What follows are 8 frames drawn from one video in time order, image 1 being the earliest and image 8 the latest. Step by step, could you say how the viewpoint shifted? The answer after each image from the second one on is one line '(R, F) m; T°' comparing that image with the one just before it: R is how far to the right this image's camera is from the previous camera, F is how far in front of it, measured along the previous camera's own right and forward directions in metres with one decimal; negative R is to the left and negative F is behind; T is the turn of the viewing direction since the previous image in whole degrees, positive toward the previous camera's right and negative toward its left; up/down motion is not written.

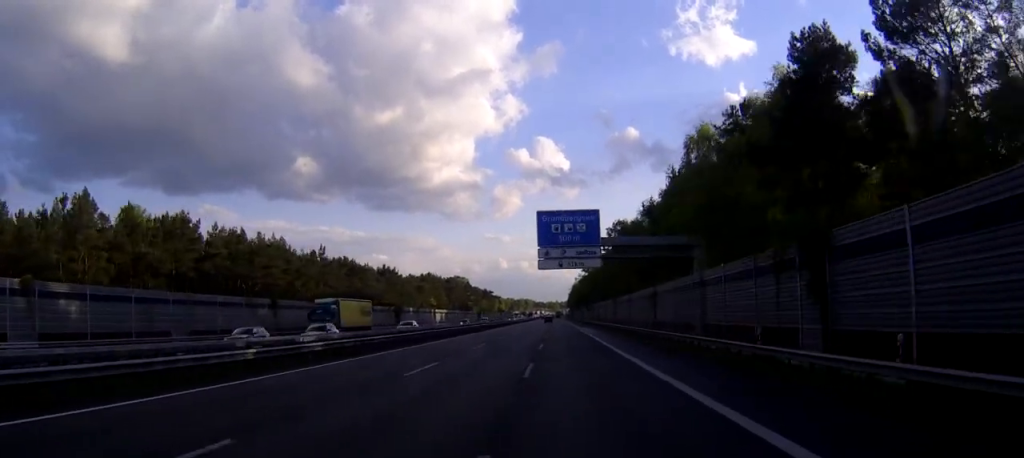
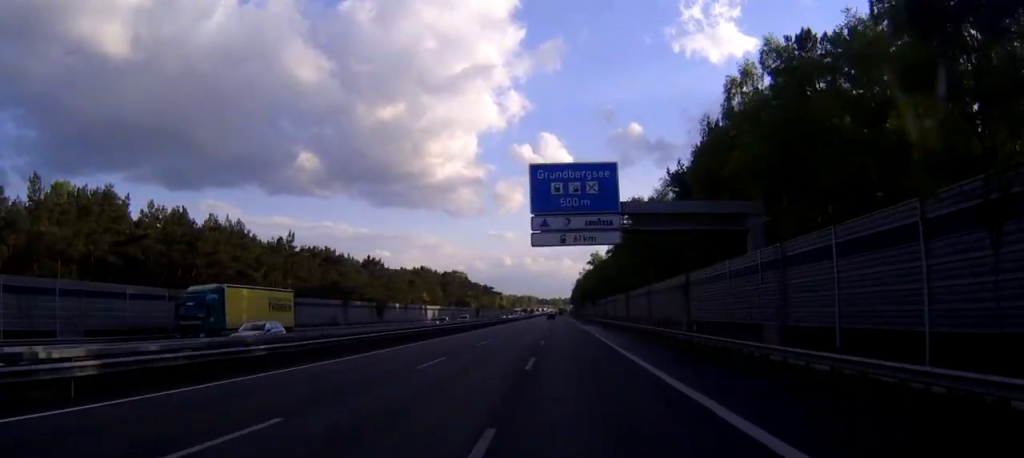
(0.0, +15.8) m; 0°
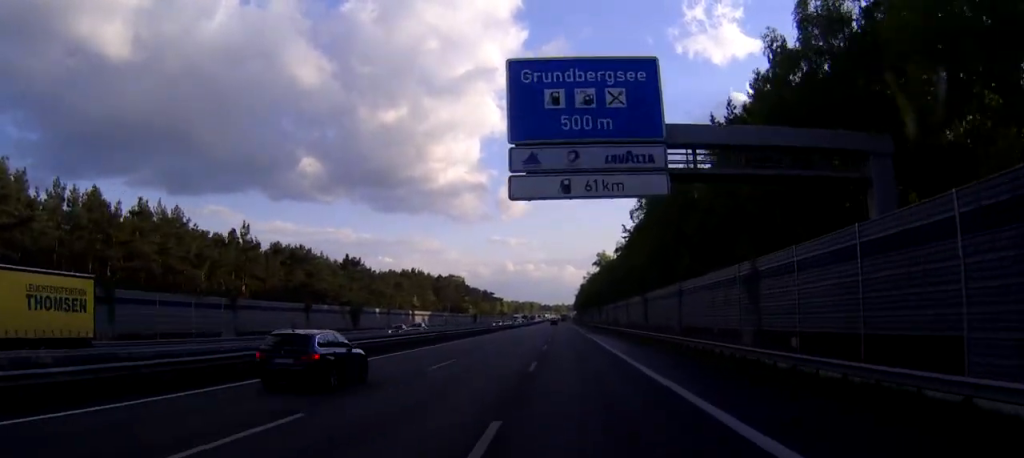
(-0.1, +16.8) m; 0°
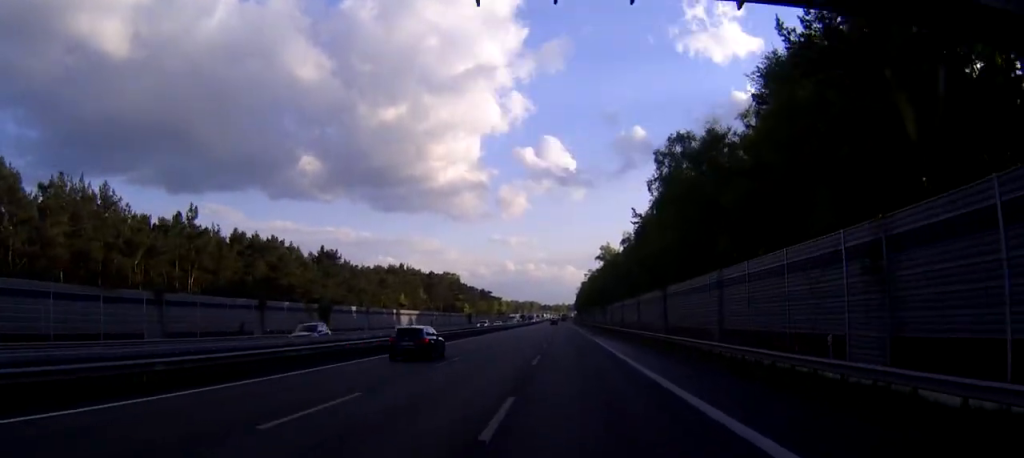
(0.0, +13.9) m; 0°
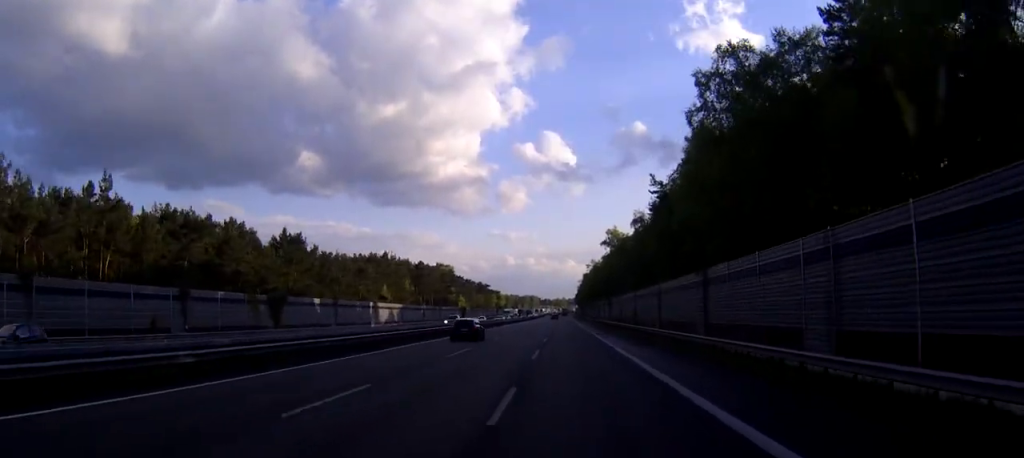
(0.0, +16.9) m; 0°
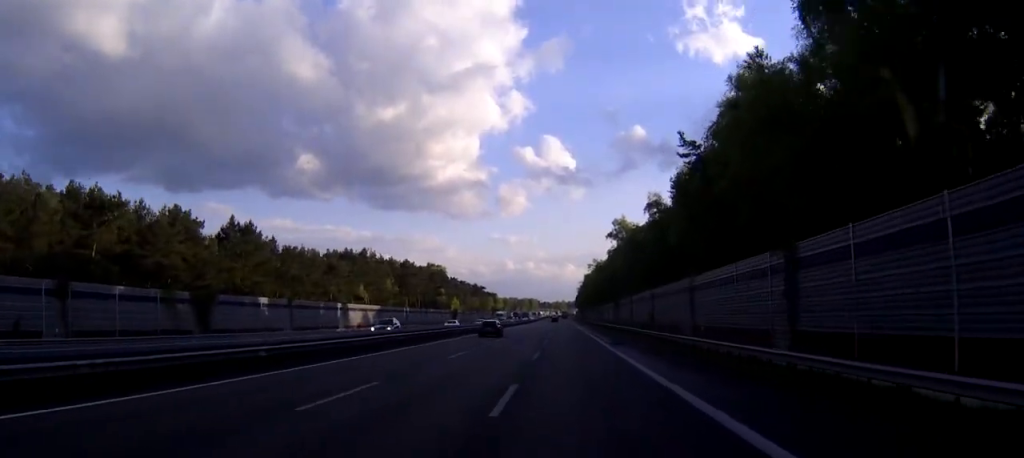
(0.0, +16.9) m; 0°
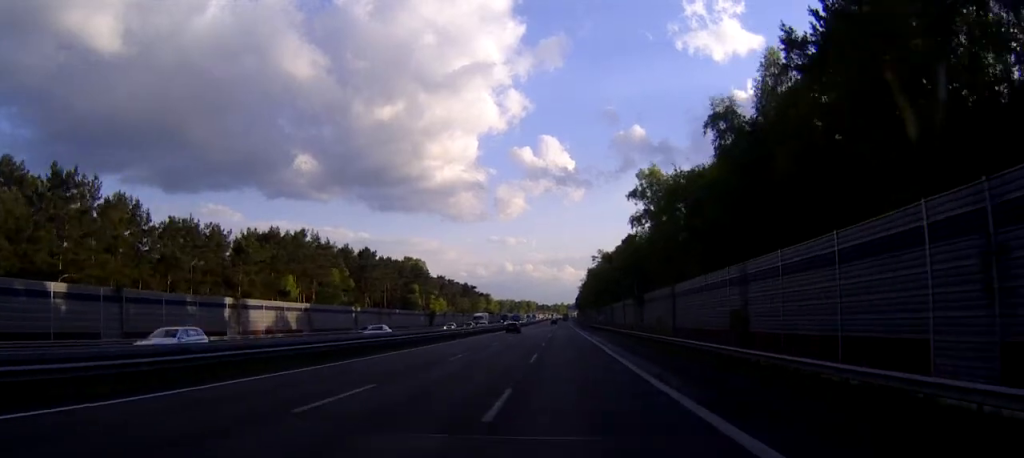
(0.0, +34.8) m; 0°
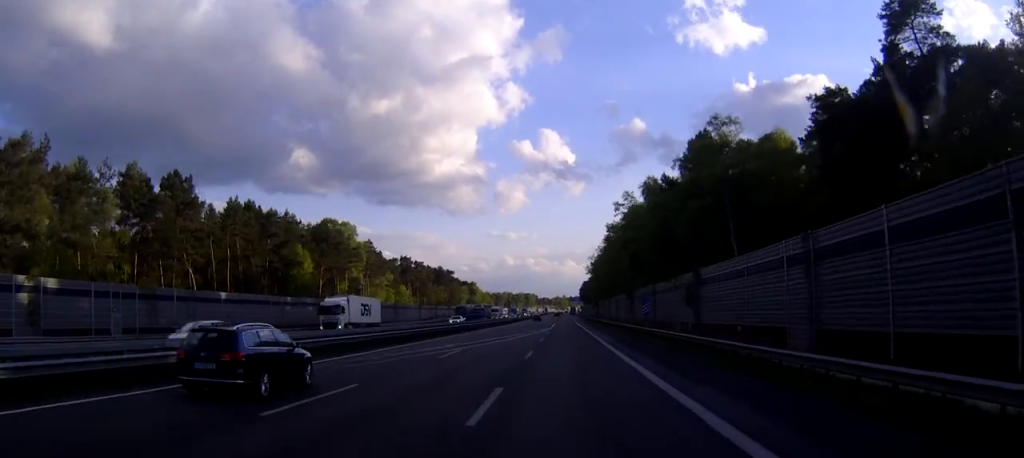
(-0.3, +72.8) m; 0°
